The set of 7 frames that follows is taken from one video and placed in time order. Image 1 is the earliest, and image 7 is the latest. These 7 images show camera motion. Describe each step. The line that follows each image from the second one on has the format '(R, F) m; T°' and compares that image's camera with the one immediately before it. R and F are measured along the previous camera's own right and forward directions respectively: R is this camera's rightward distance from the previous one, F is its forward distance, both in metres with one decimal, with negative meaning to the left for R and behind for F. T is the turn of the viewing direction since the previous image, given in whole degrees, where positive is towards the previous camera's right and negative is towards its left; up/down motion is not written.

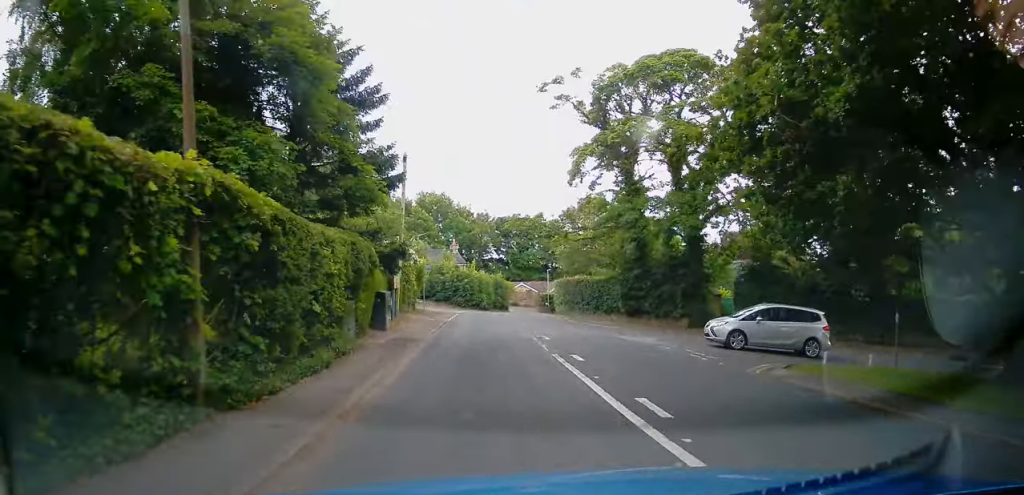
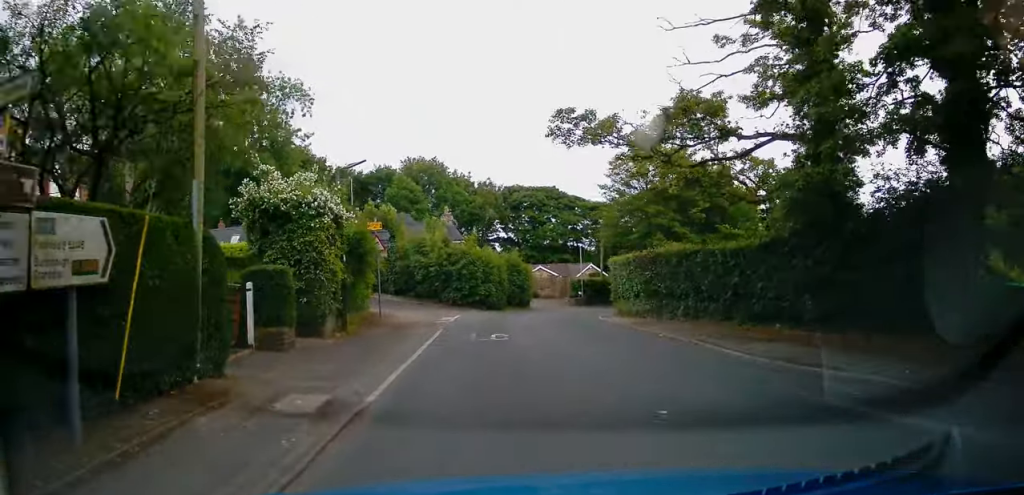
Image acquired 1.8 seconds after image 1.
(0.0, +21.1) m; 0°
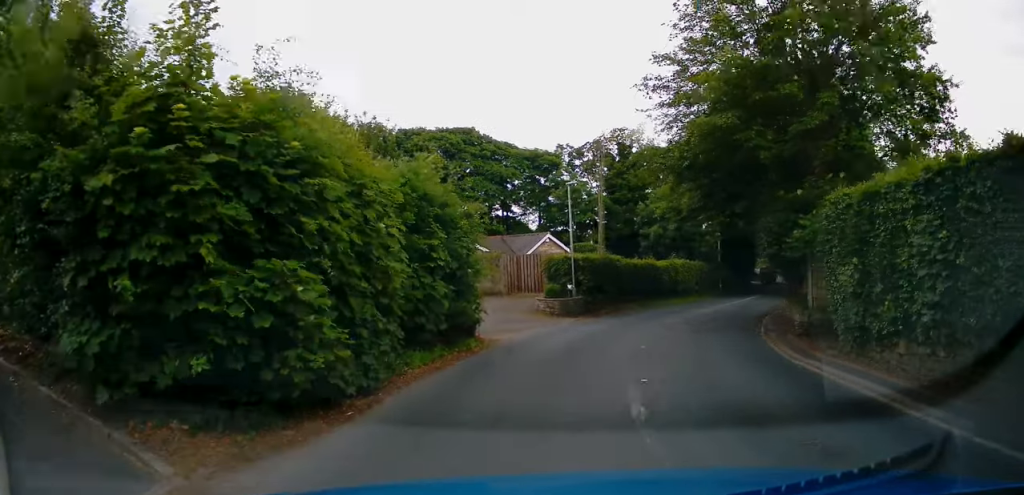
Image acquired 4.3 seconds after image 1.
(+1.2, +28.2) m; +10°
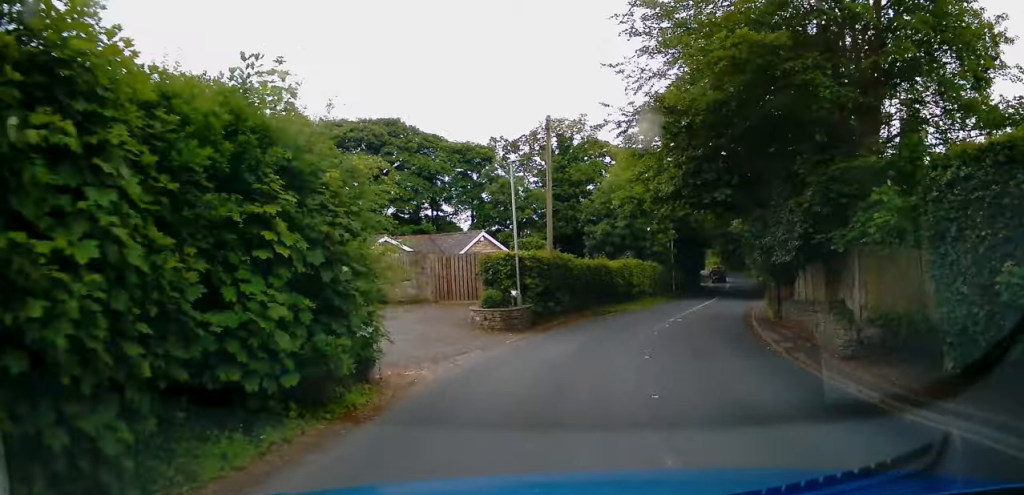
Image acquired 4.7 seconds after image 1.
(+0.4, +5.3) m; +6°
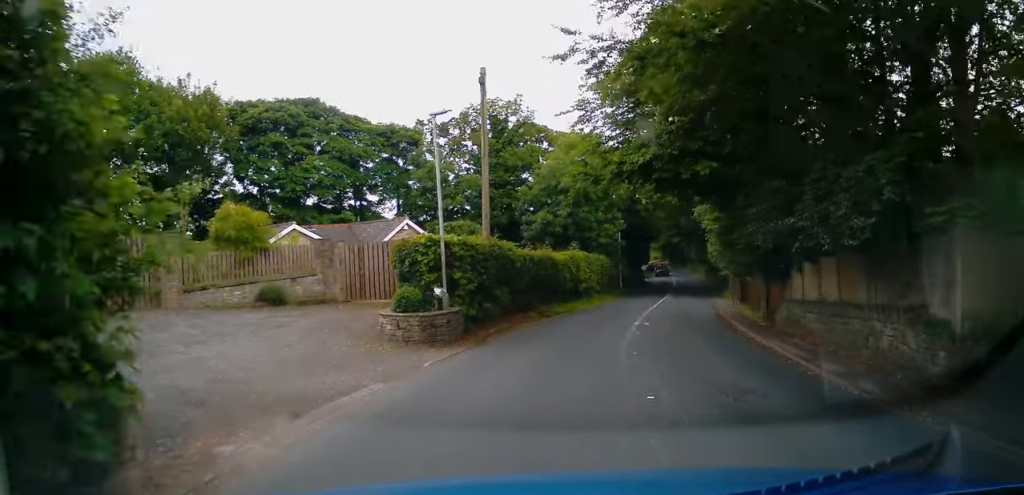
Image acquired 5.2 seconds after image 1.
(0.0, +5.0) m; +6°
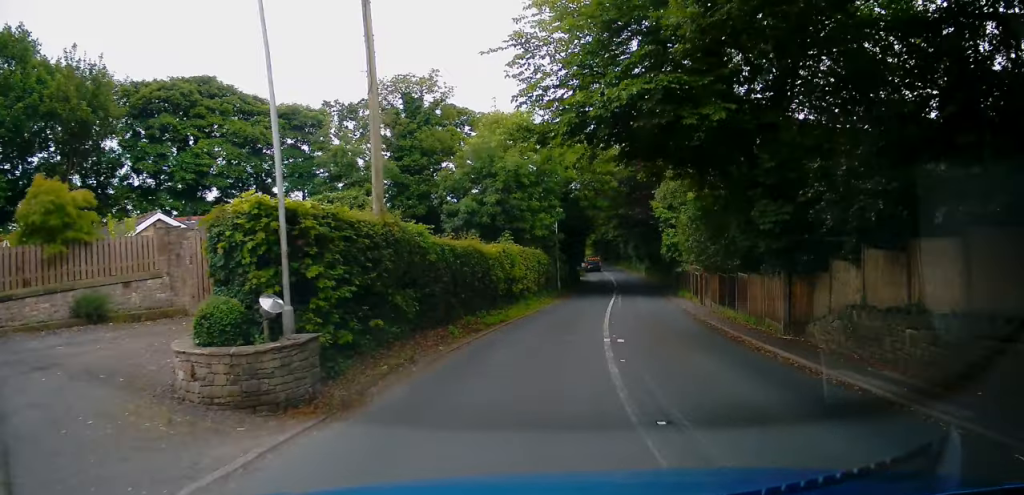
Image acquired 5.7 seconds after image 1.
(+0.6, +6.5) m; +7°
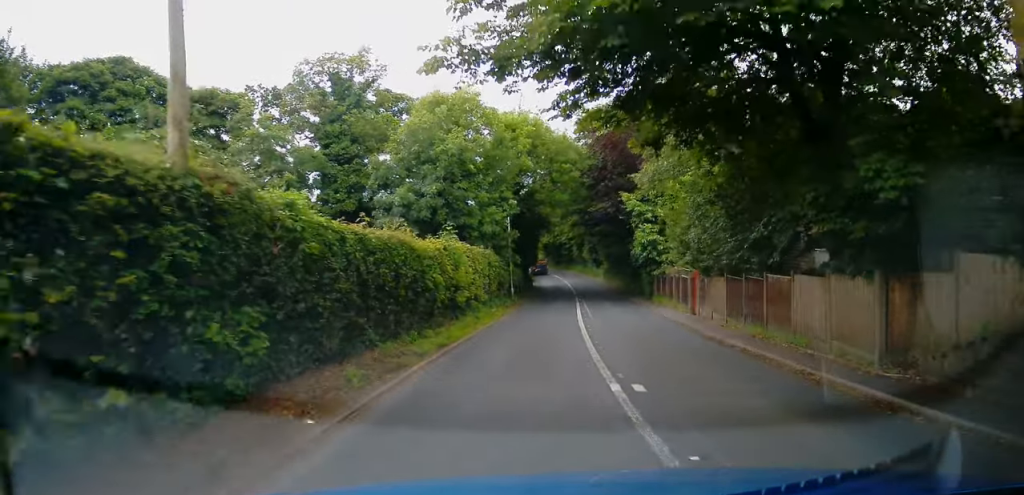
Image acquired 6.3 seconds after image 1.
(+0.3, +6.0) m; +6°
